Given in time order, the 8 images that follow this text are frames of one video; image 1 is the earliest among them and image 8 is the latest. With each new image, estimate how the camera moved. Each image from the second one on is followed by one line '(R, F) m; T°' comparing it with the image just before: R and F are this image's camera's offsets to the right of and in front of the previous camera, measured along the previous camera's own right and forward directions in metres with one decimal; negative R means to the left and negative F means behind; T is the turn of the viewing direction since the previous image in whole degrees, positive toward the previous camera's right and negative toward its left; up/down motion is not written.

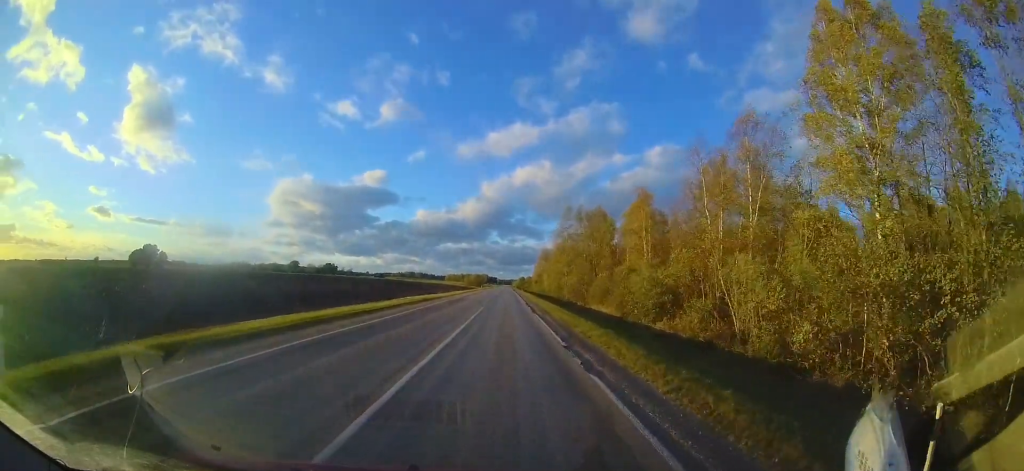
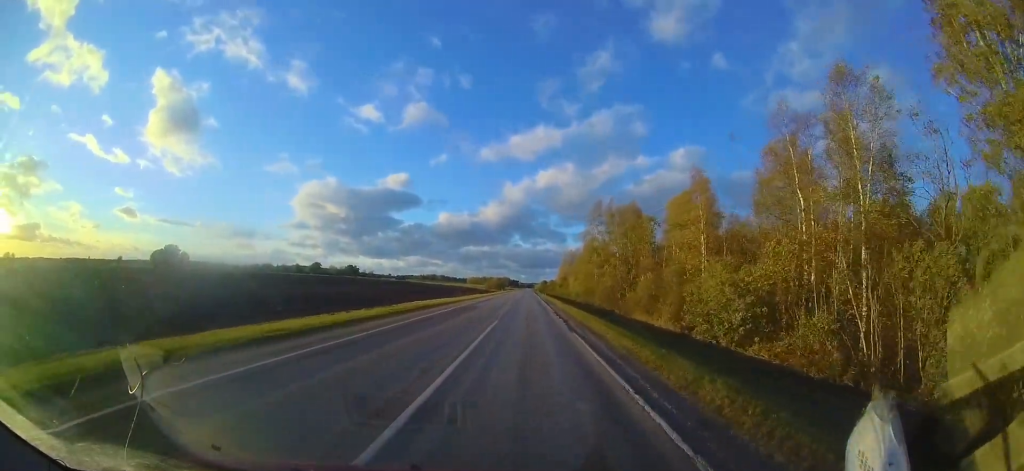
(-0.2, +8.0) m; +1°
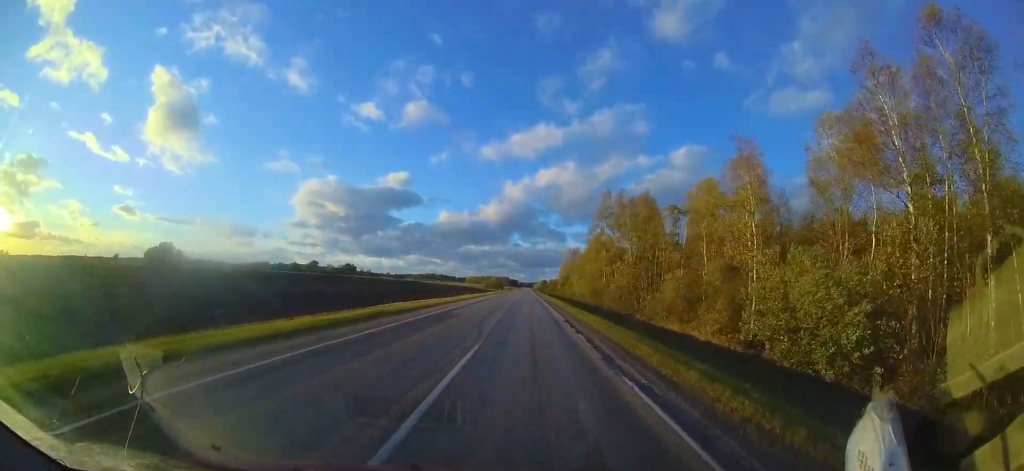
(+0.2, +7.8) m; +1°
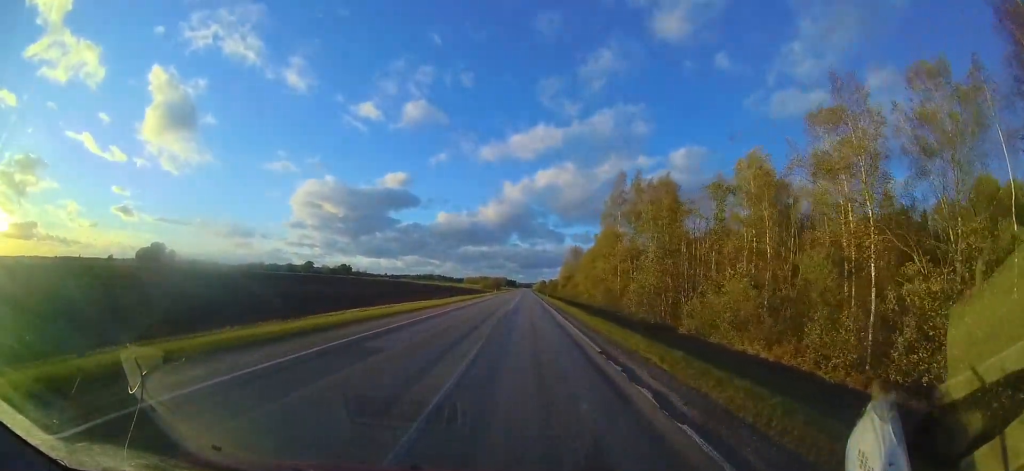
(+0.2, +10.8) m; -1°
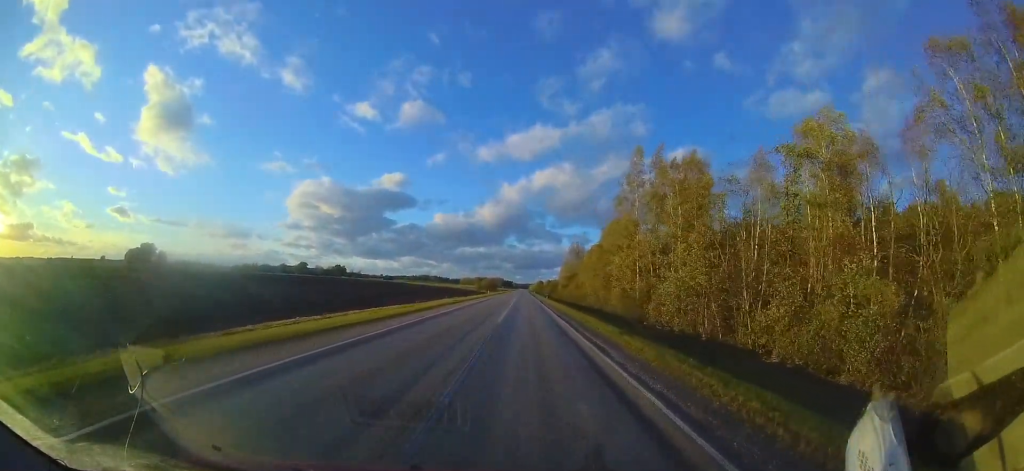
(-0.2, +10.3) m; -2°
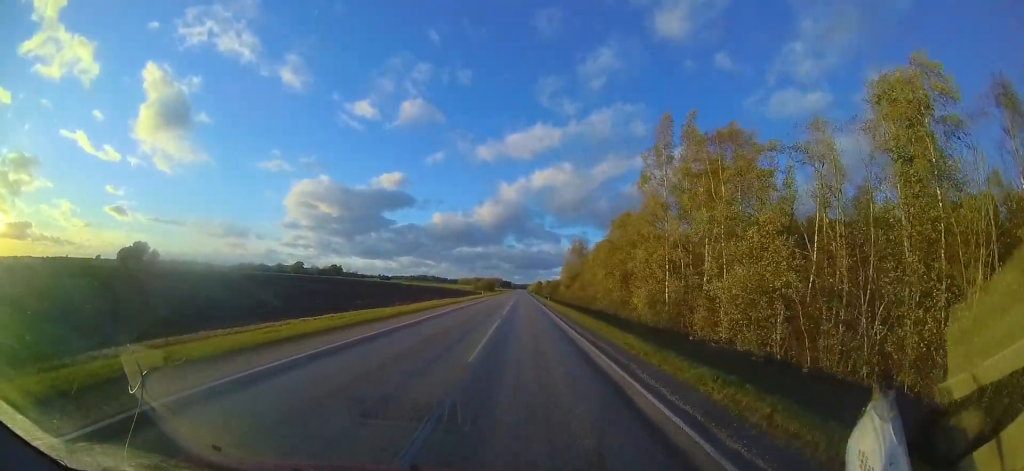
(-0.2, +9.3) m; 0°
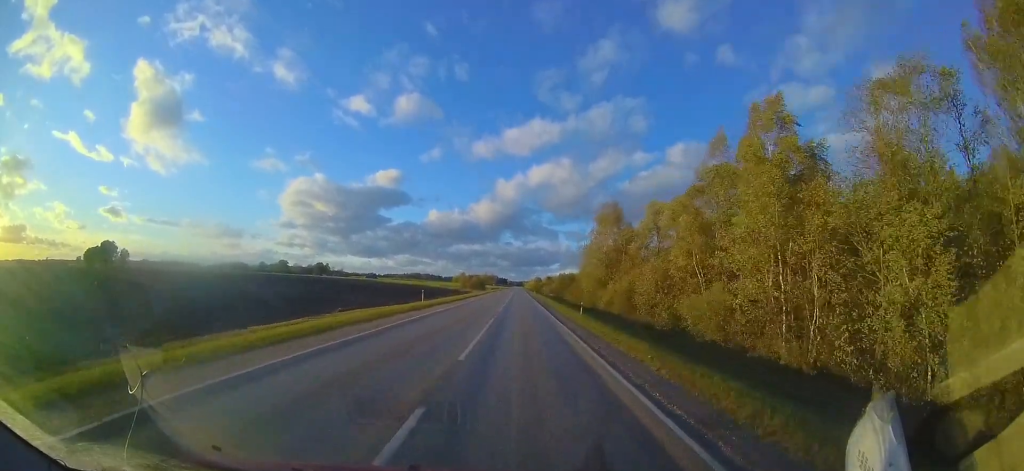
(+0.4, +37.5) m; +1°
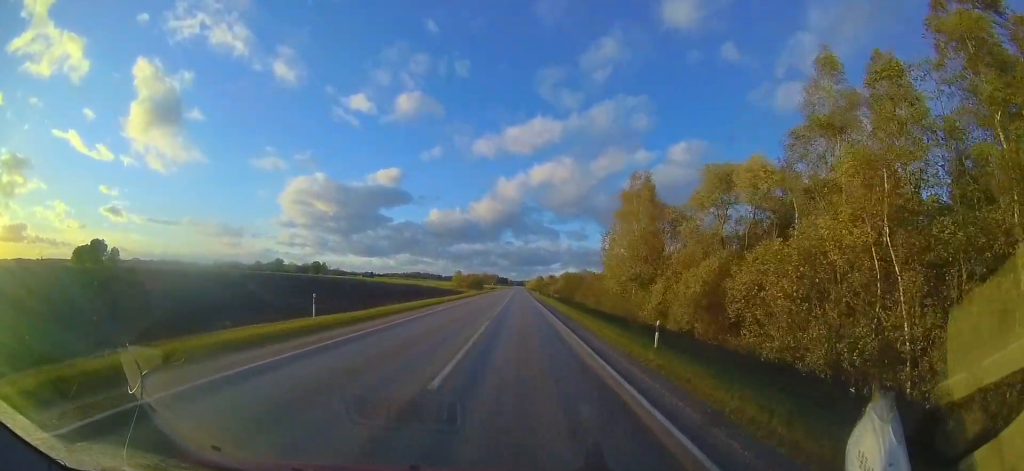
(0.0, +14.3) m; 0°
